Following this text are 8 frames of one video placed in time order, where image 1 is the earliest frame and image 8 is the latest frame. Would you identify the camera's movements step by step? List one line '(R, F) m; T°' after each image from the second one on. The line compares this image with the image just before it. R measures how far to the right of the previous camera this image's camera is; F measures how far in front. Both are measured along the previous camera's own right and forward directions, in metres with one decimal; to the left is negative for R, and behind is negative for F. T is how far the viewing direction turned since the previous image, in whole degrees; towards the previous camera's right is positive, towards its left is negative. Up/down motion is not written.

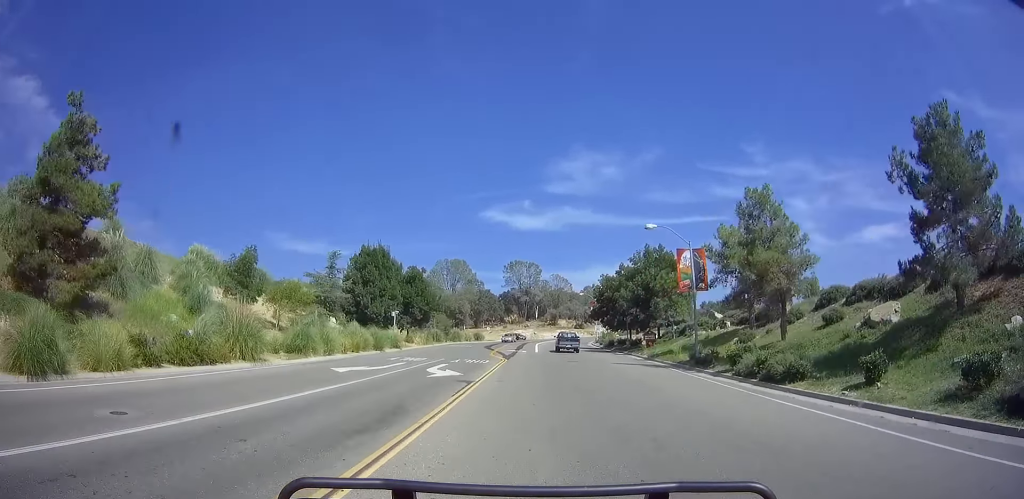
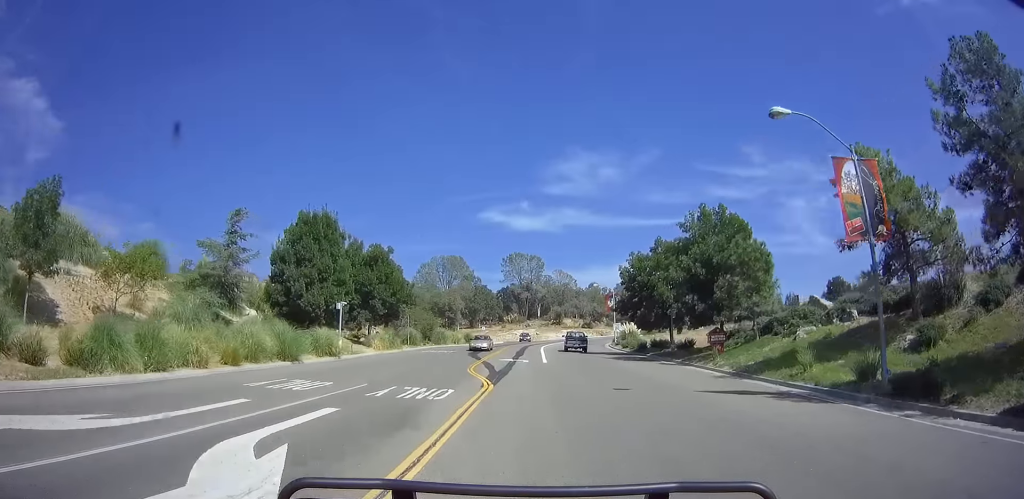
(+0.1, +15.8) m; +1°
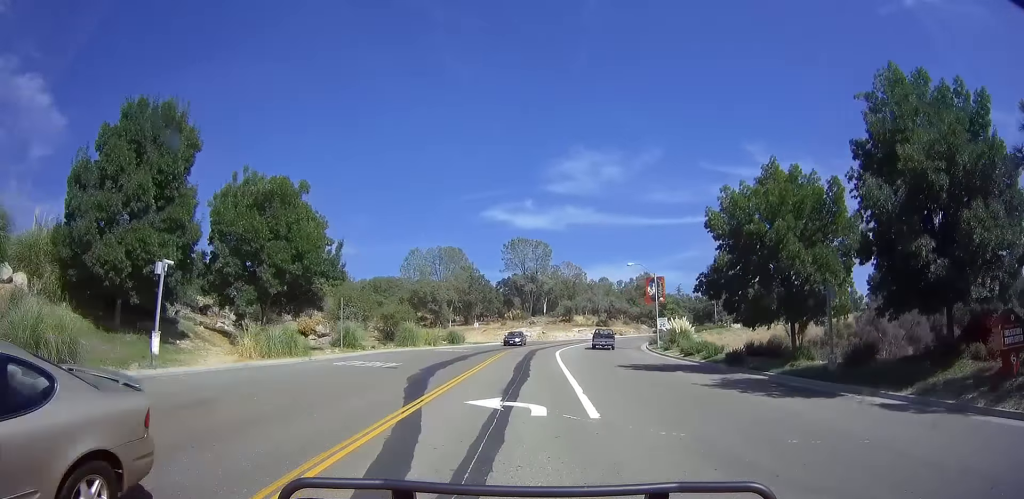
(-0.1, +19.7) m; 0°
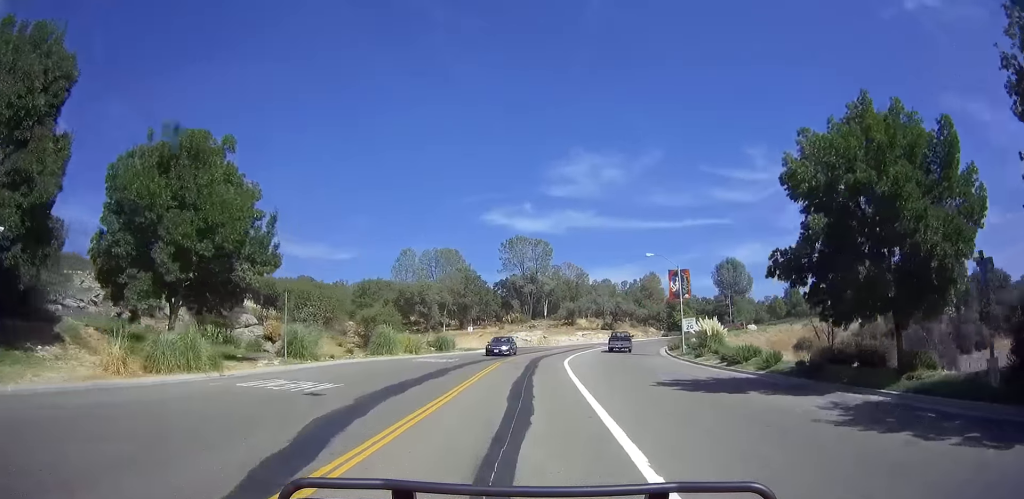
(+0.1, +7.7) m; 0°
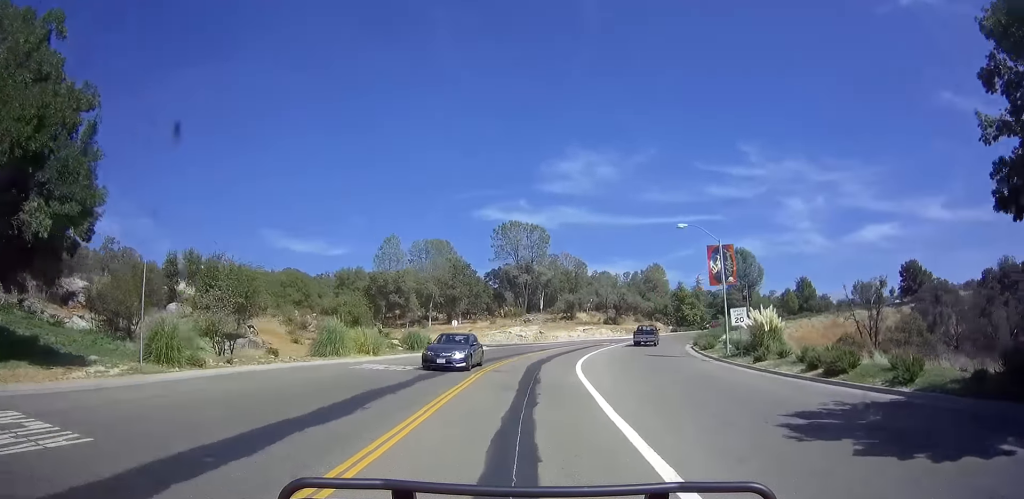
(+0.1, +9.9) m; +1°
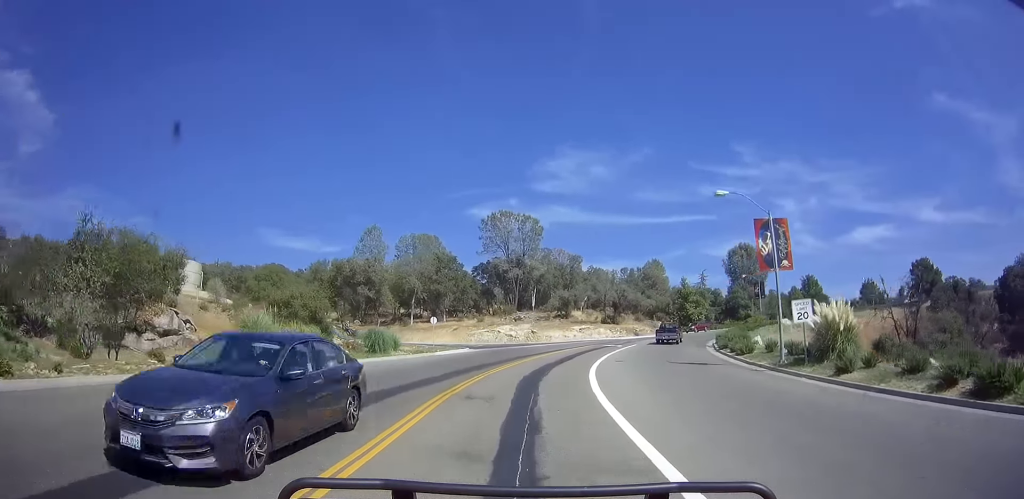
(-0.1, +7.9) m; +1°
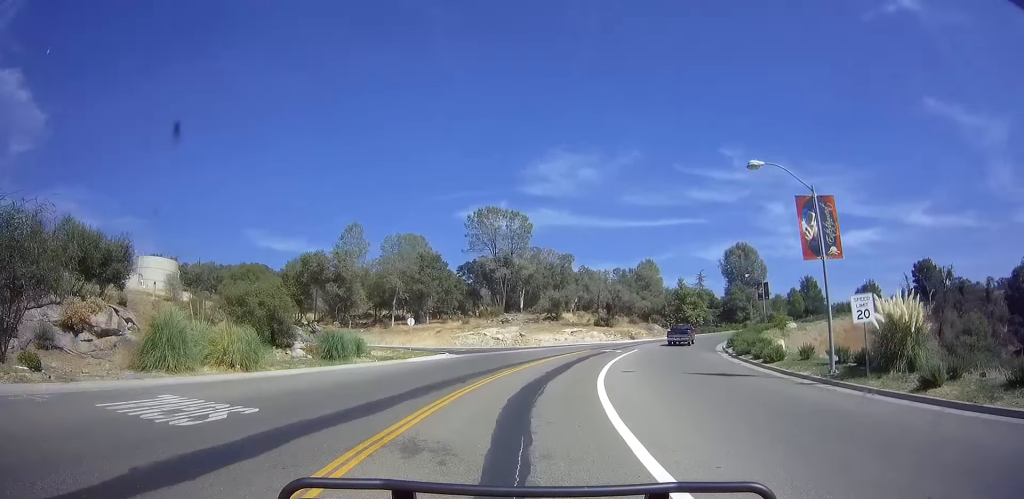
(0.0, +5.1) m; +1°
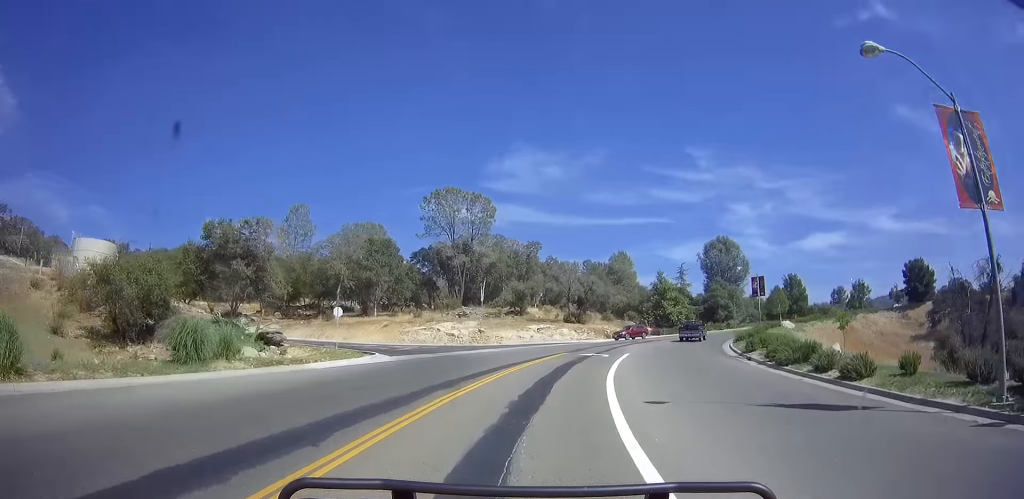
(+0.1, +9.6) m; +4°
